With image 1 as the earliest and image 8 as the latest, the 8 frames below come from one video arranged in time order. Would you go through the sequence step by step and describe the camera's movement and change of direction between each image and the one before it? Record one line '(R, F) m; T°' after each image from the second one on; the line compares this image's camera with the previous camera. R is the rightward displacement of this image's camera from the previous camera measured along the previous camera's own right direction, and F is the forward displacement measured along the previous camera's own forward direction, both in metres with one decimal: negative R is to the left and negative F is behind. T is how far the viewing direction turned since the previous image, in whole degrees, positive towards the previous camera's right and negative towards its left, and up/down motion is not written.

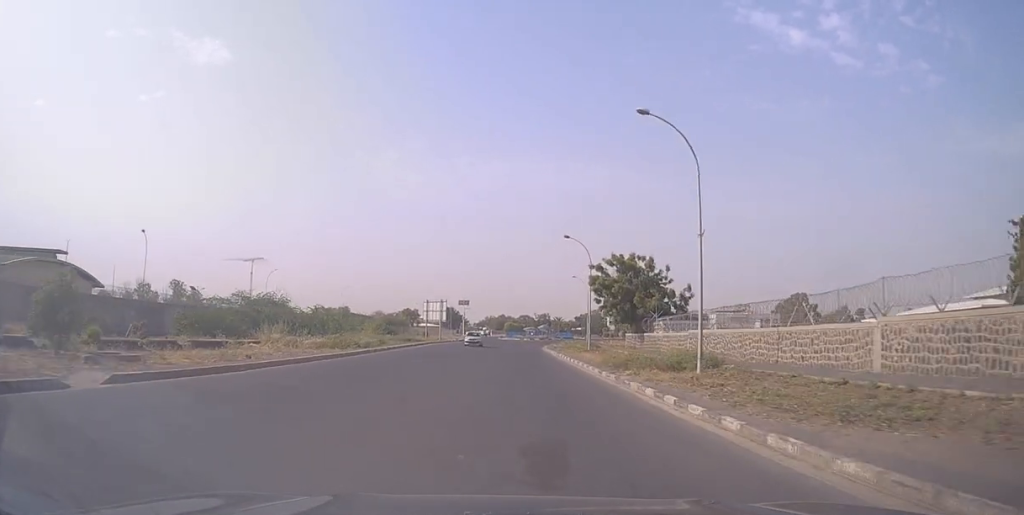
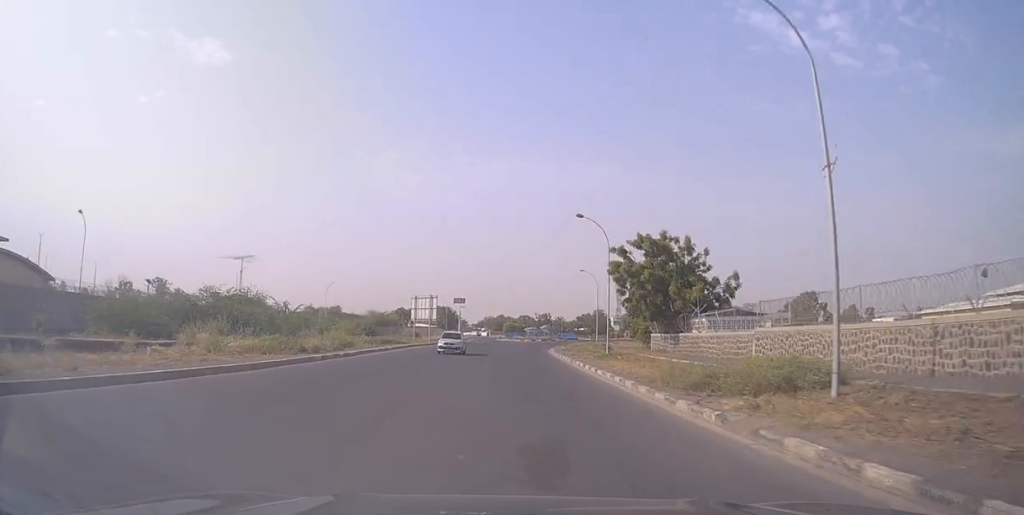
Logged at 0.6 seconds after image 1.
(0.0, +11.0) m; +1°
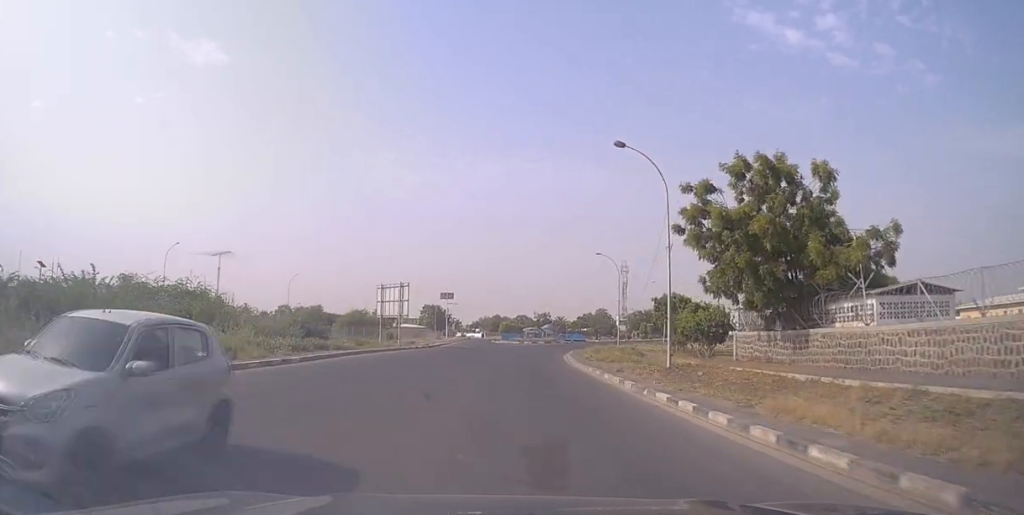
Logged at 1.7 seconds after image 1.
(+0.5, +19.1) m; 0°
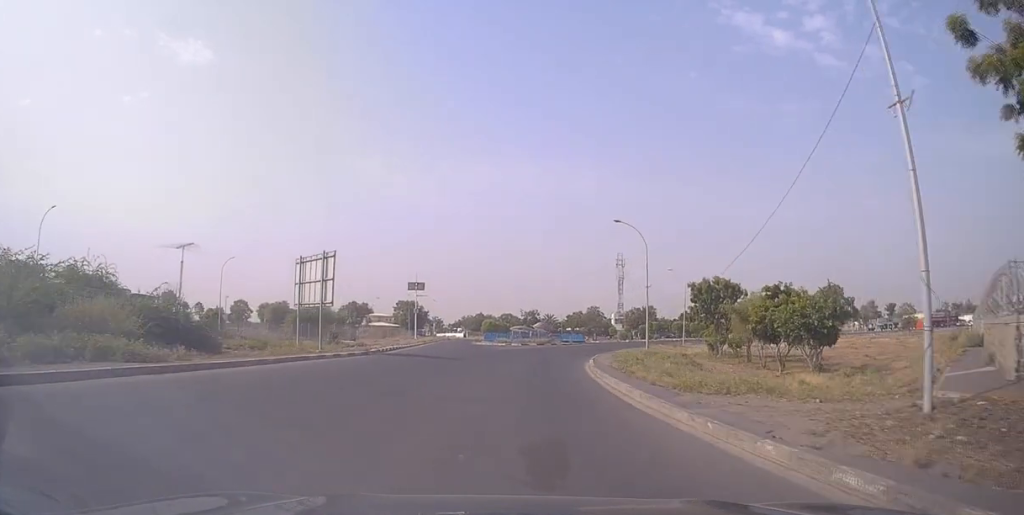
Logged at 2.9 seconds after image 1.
(-0.6, +20.3) m; -1°
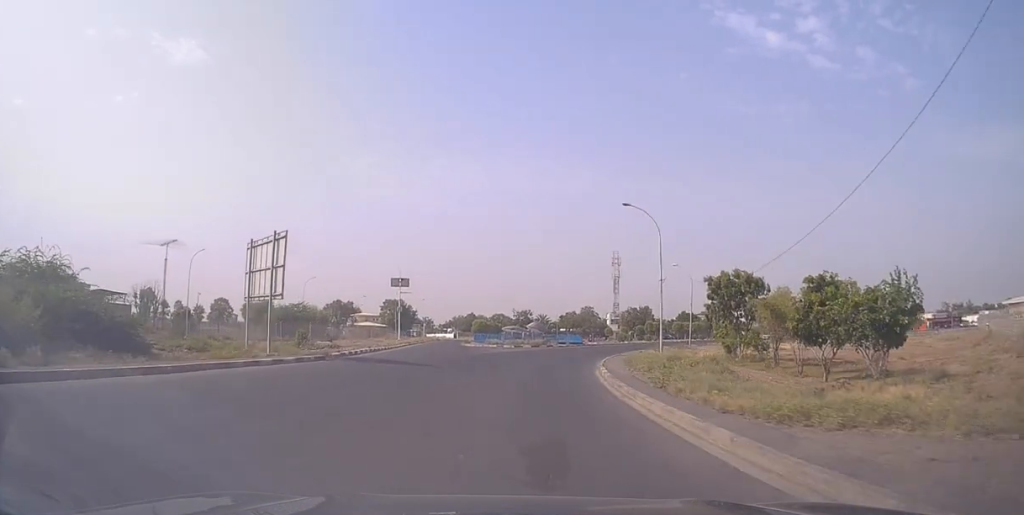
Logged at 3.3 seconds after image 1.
(-0.1, +6.9) m; +1°
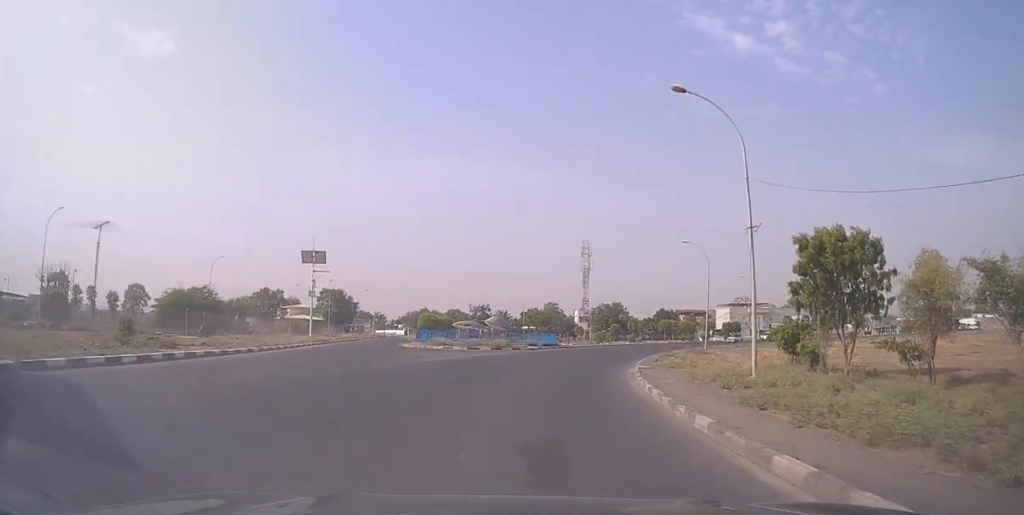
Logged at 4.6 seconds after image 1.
(+1.0, +21.7) m; +4°
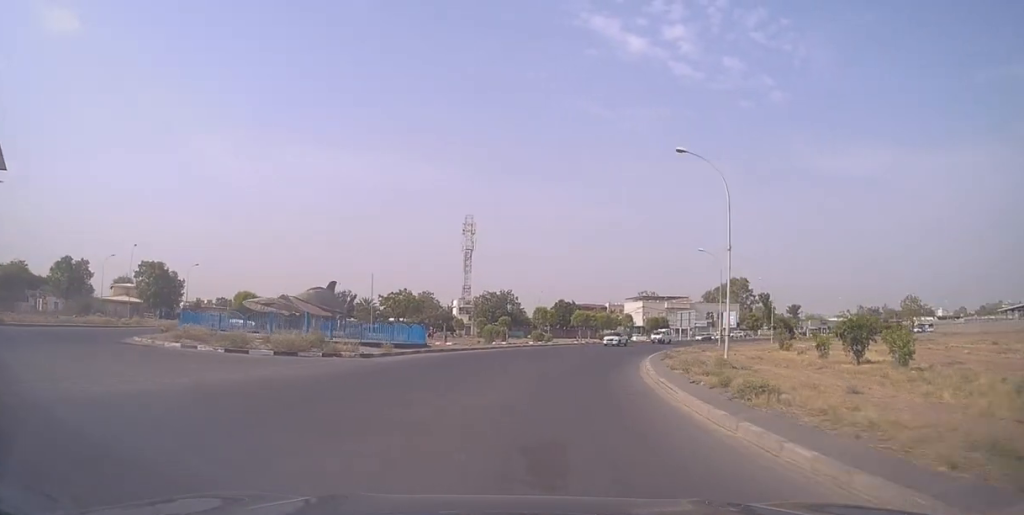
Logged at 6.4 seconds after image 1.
(+1.0, +31.0) m; +5°
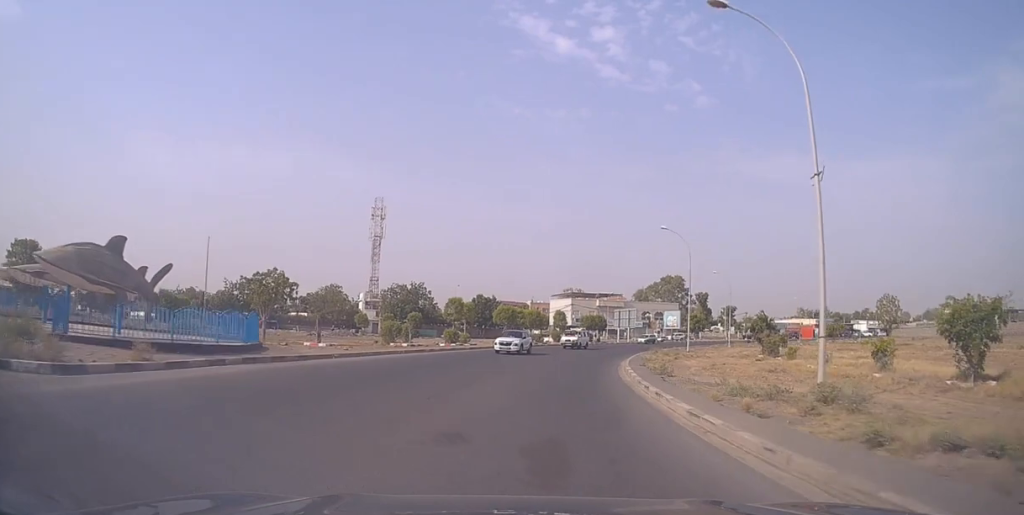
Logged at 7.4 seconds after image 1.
(+0.6, +16.2) m; +8°
